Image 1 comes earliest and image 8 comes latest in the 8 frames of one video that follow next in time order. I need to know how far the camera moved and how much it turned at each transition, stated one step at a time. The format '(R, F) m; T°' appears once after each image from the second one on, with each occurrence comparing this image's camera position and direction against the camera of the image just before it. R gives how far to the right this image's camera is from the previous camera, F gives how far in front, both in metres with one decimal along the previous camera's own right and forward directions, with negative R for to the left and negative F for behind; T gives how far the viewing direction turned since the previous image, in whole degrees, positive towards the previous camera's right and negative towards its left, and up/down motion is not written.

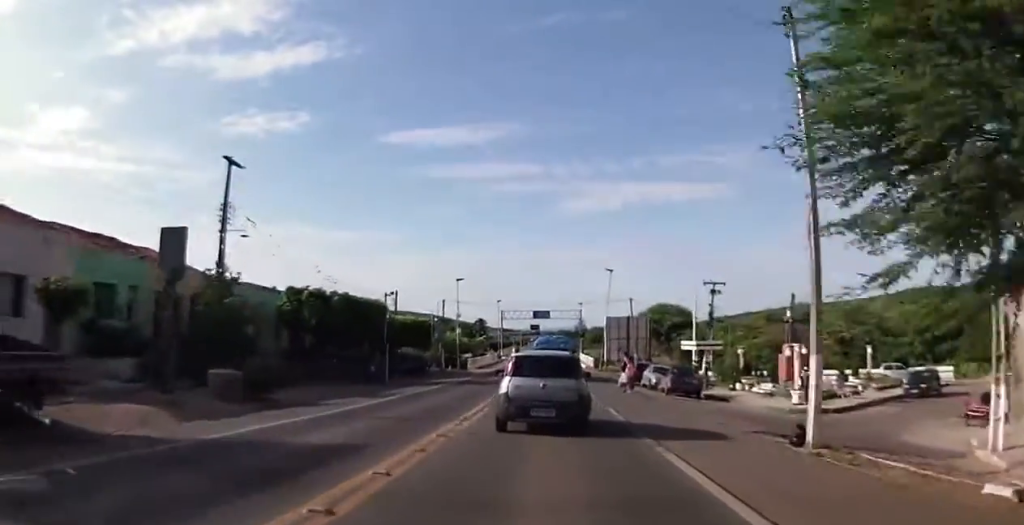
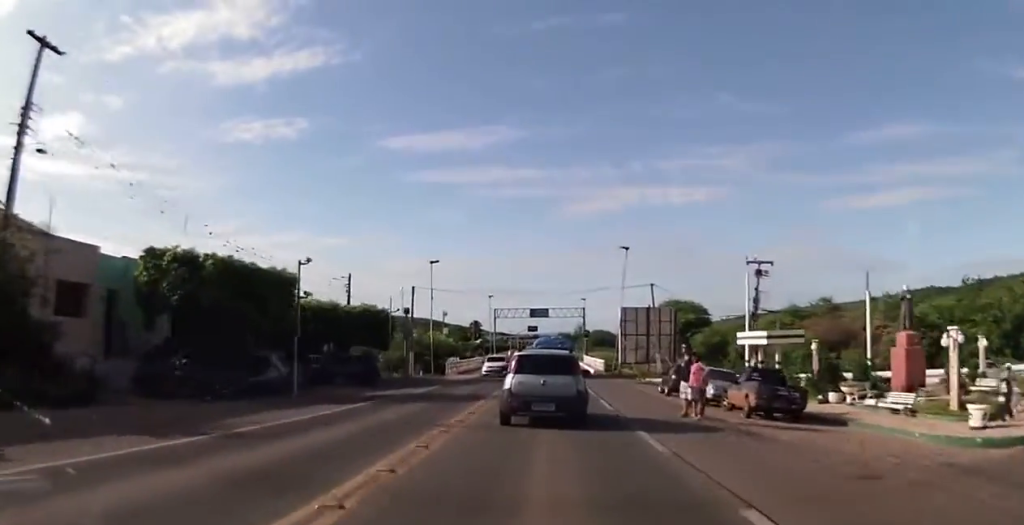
(0.0, +14.1) m; +1°
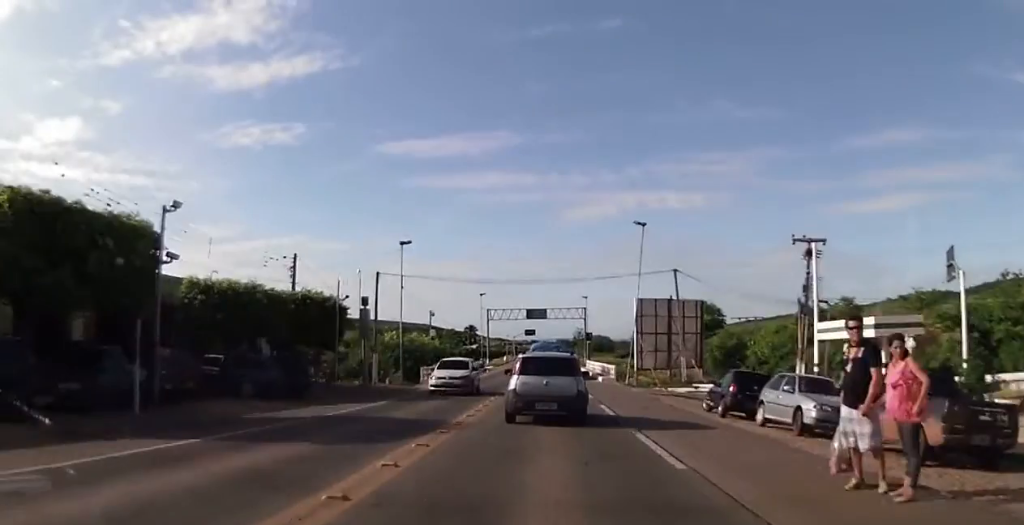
(+0.2, +9.9) m; 0°
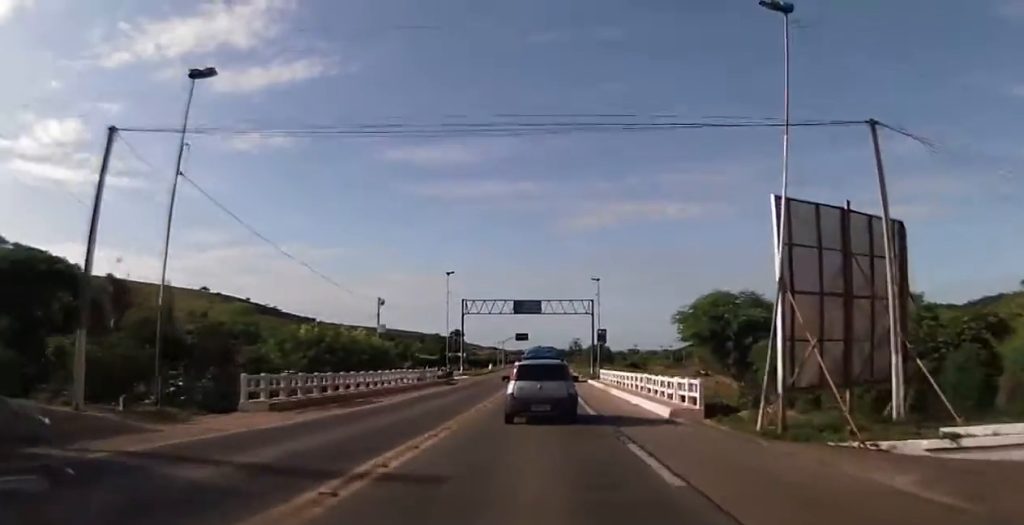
(0.0, +25.7) m; -1°
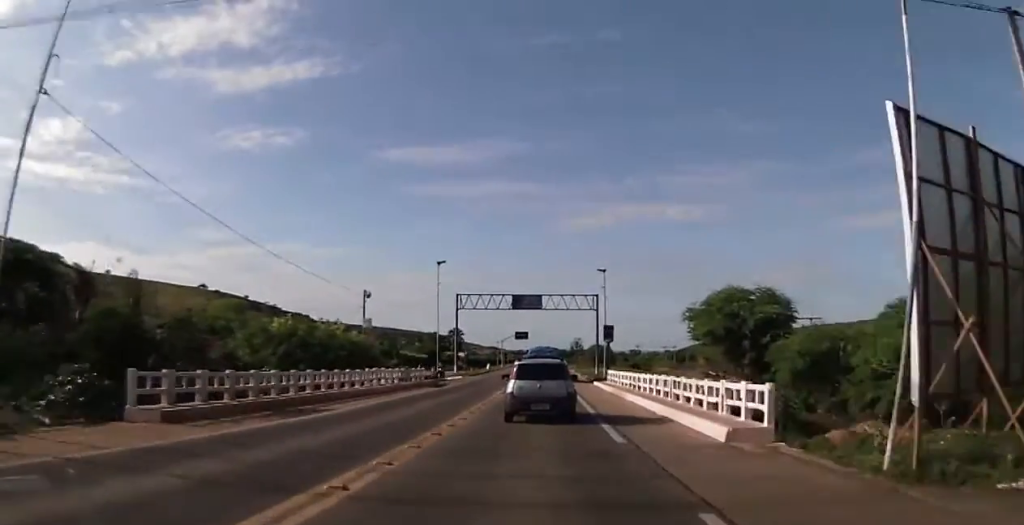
(+0.2, +5.6) m; -1°
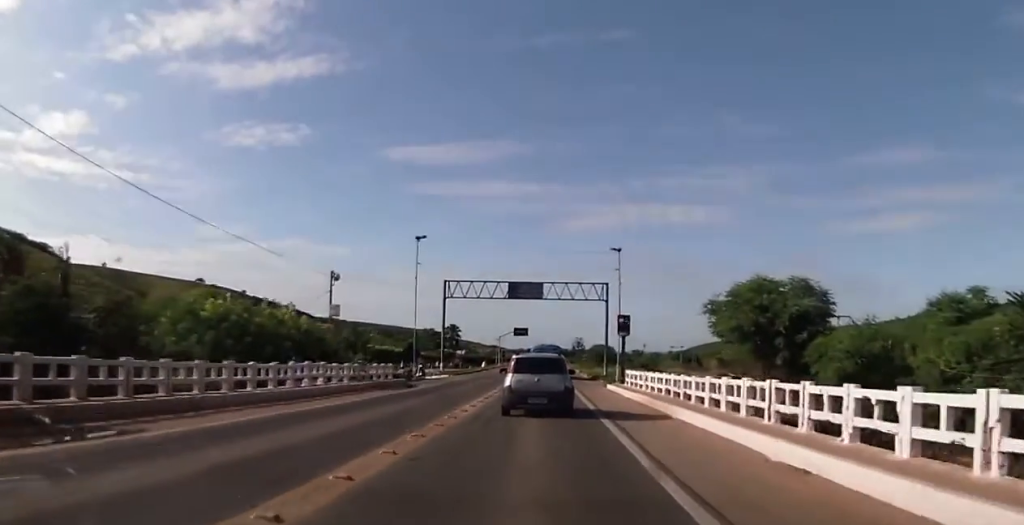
(-0.5, +9.6) m; -1°
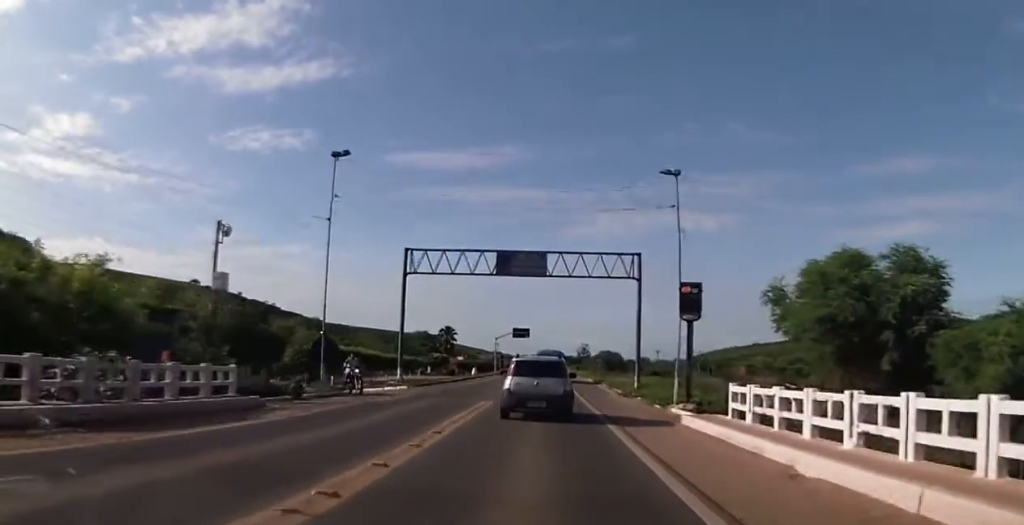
(+0.4, +18.5) m; +1°
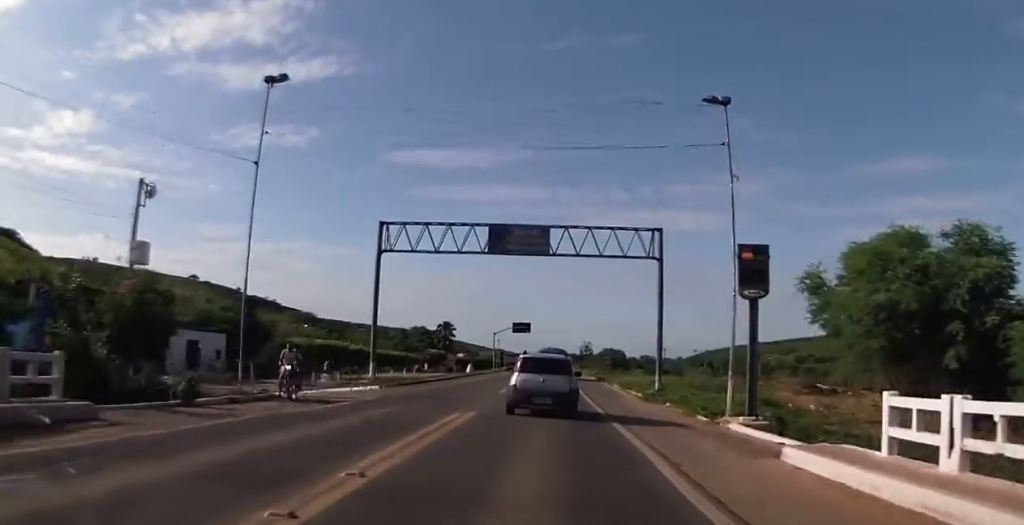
(-0.1, +7.0) m; -1°
